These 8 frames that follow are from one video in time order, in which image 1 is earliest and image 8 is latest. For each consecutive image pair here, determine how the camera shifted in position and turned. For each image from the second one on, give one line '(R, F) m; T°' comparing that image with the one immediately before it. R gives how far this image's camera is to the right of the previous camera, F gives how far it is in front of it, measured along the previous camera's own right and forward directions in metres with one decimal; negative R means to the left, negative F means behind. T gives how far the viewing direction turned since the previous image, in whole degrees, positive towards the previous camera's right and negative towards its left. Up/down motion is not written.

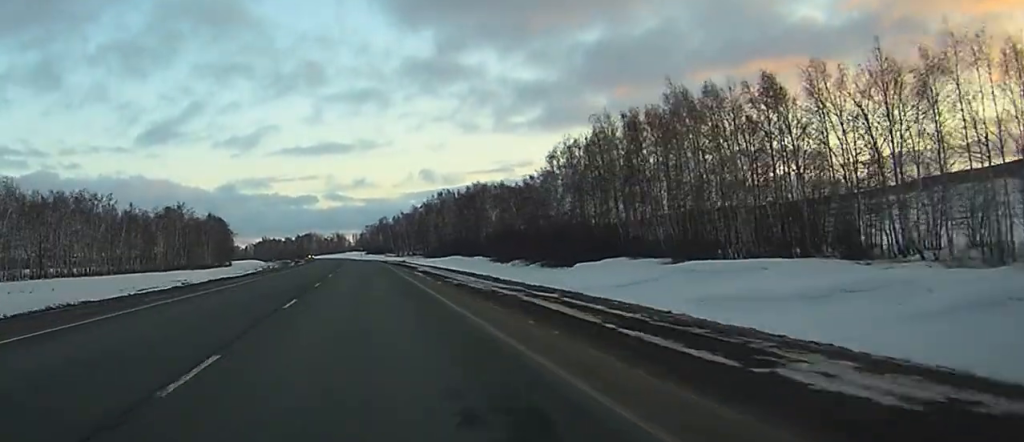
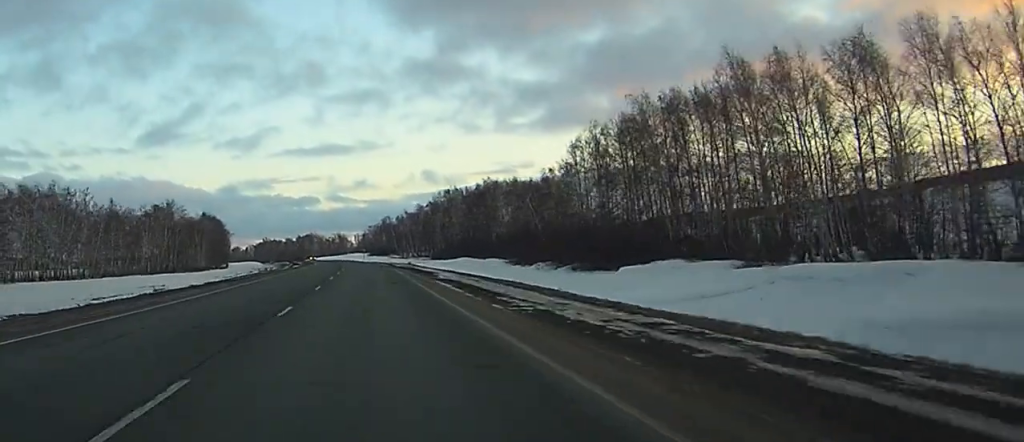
(+0.1, +14.1) m; 0°
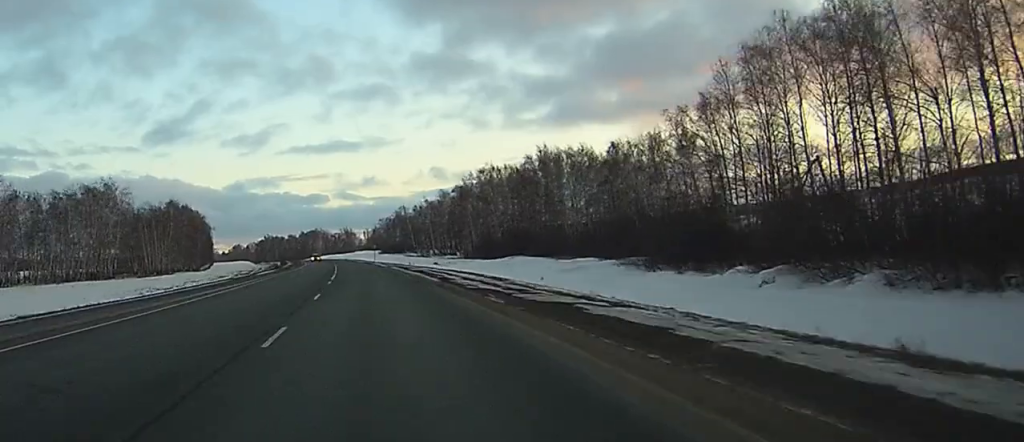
(-0.3, +54.0) m; -1°
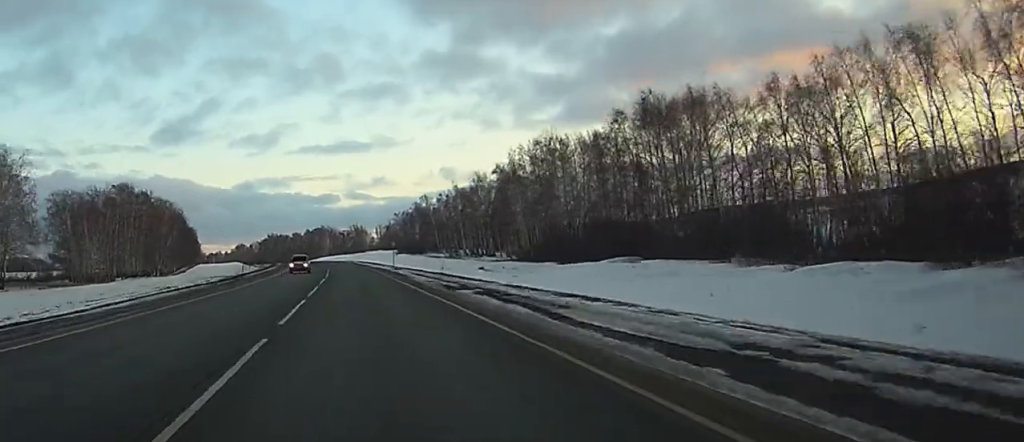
(-0.2, +49.4) m; -1°
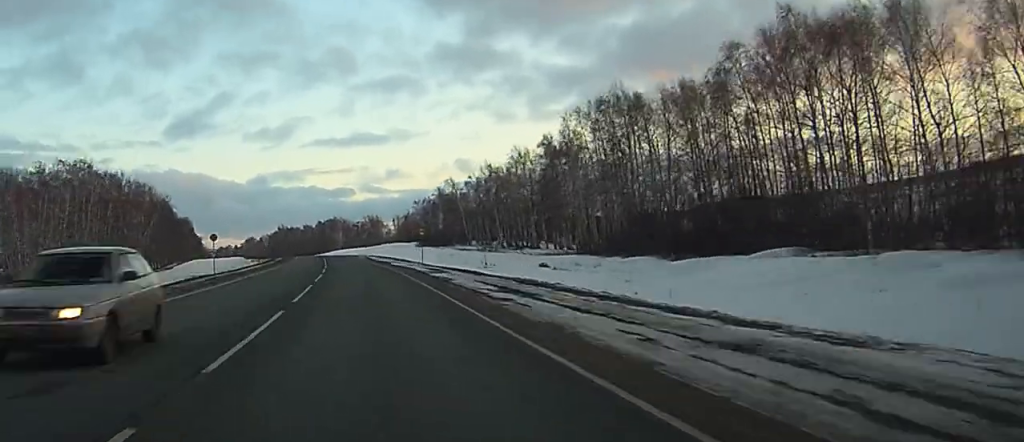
(-0.2, +31.0) m; 0°
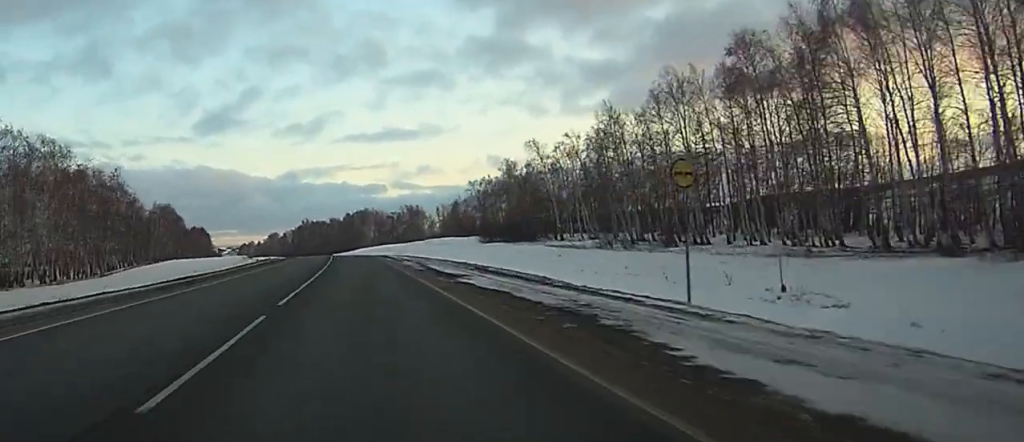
(-0.5, +62.6) m; -2°
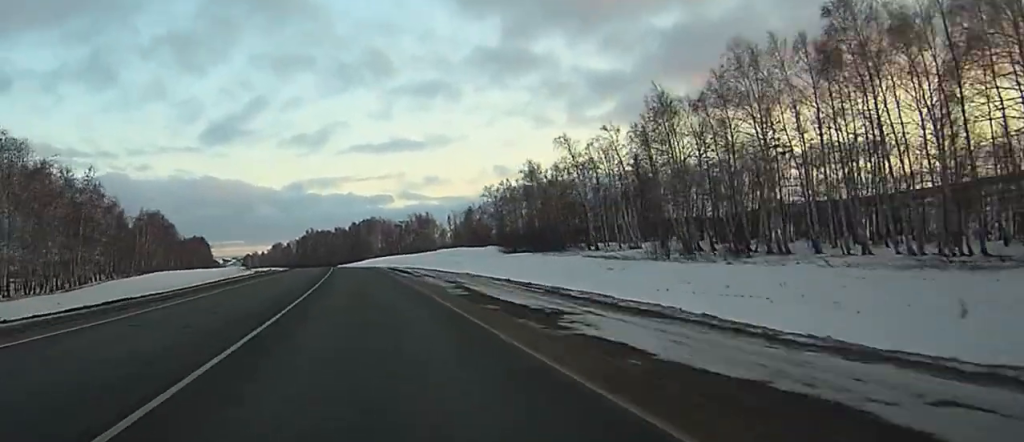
(-0.1, +15.9) m; -1°
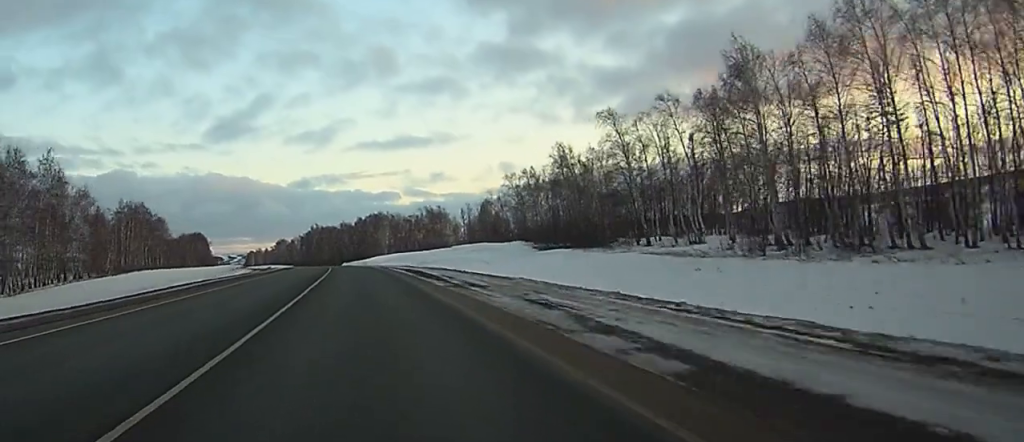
(-0.2, +18.0) m; 0°
